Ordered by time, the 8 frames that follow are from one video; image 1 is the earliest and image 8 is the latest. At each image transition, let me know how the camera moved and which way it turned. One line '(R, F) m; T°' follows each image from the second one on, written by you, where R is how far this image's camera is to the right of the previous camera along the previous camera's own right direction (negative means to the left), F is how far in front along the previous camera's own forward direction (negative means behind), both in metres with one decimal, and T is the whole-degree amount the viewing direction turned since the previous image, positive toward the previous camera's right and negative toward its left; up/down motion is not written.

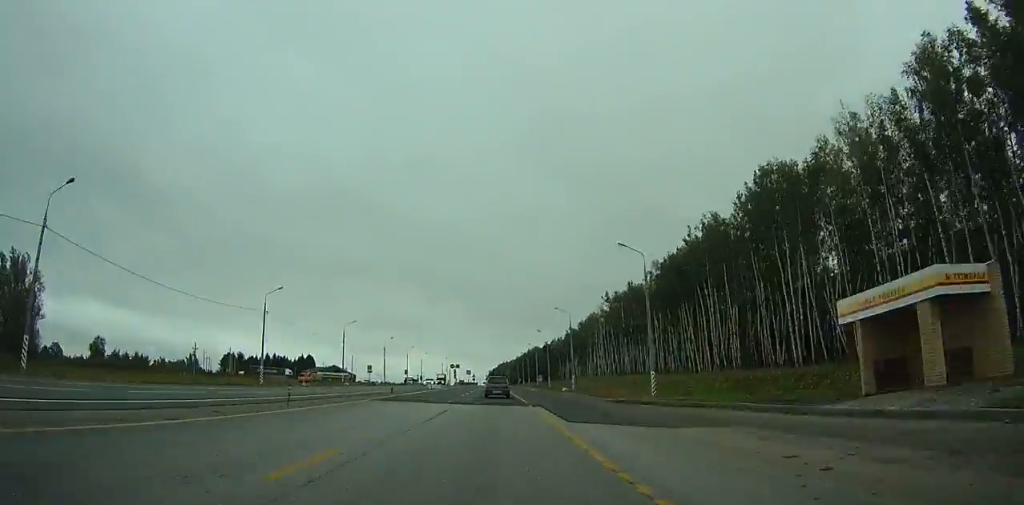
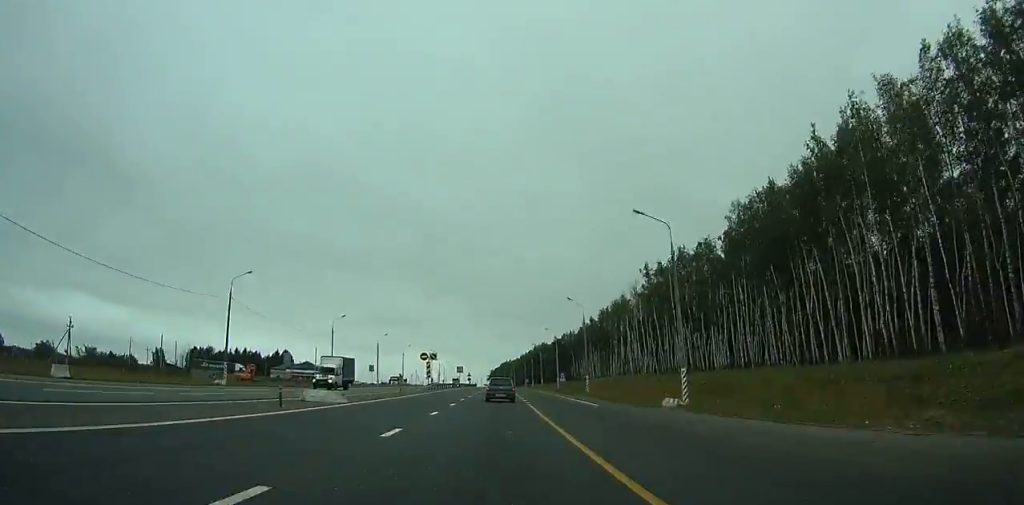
(-0.1, +46.0) m; 0°
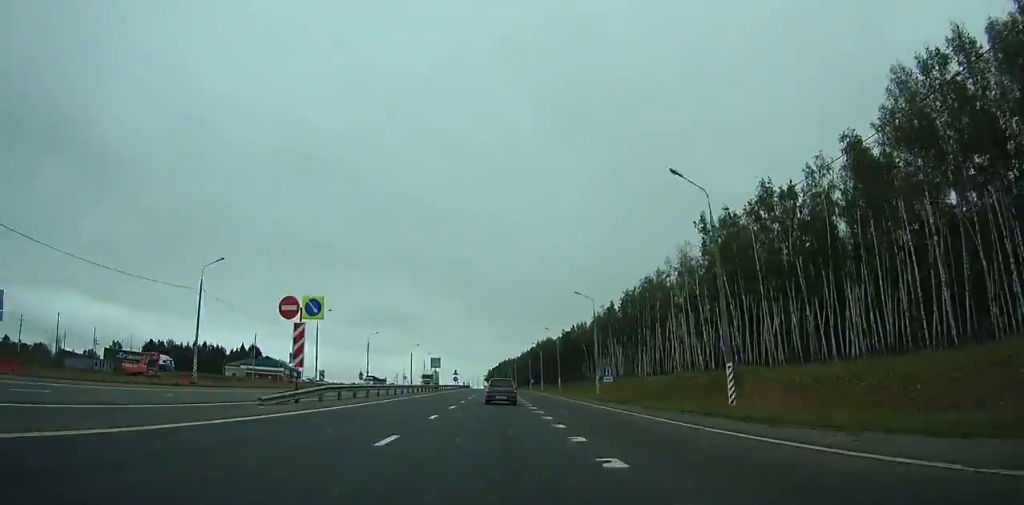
(-0.1, +42.4) m; 0°
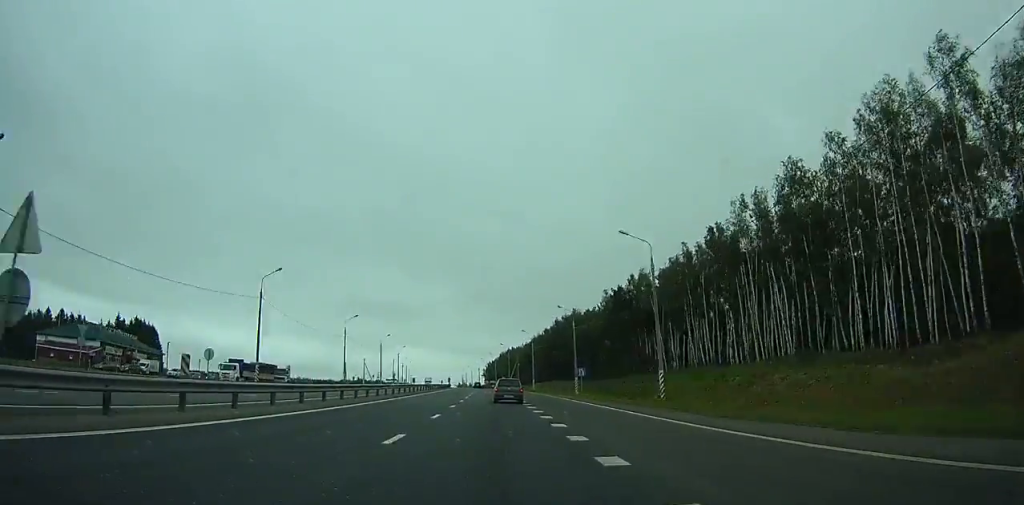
(+0.2, +95.4) m; 0°
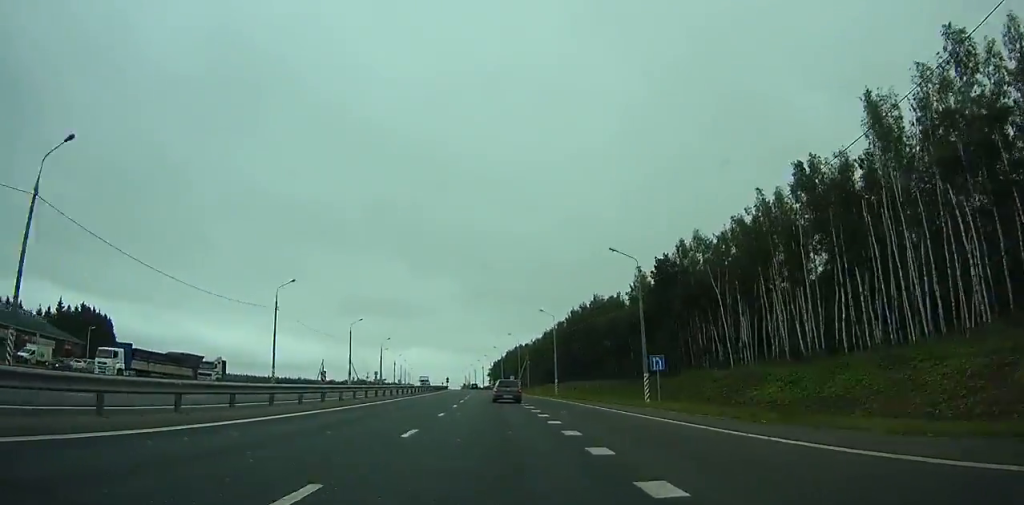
(0.0, +31.1) m; -1°
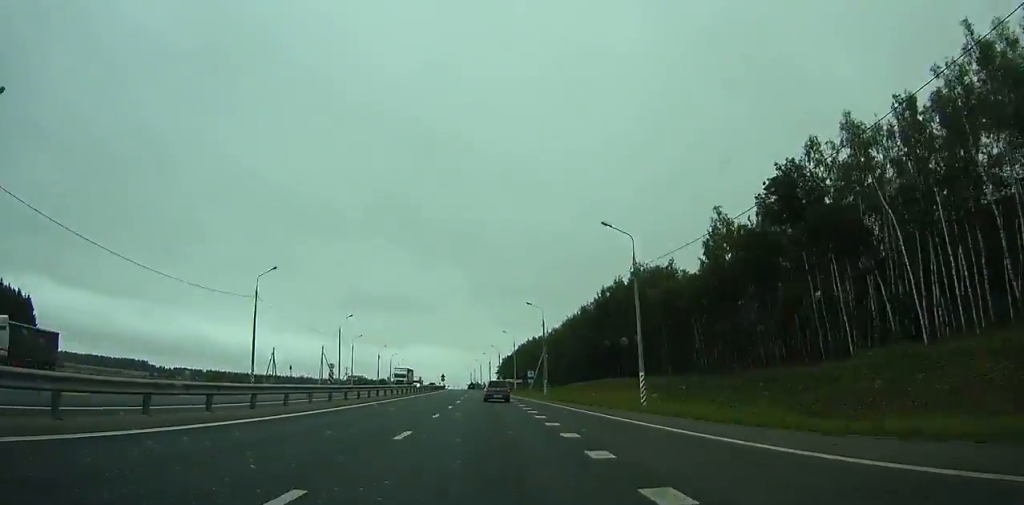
(-0.2, +39.1) m; -1°
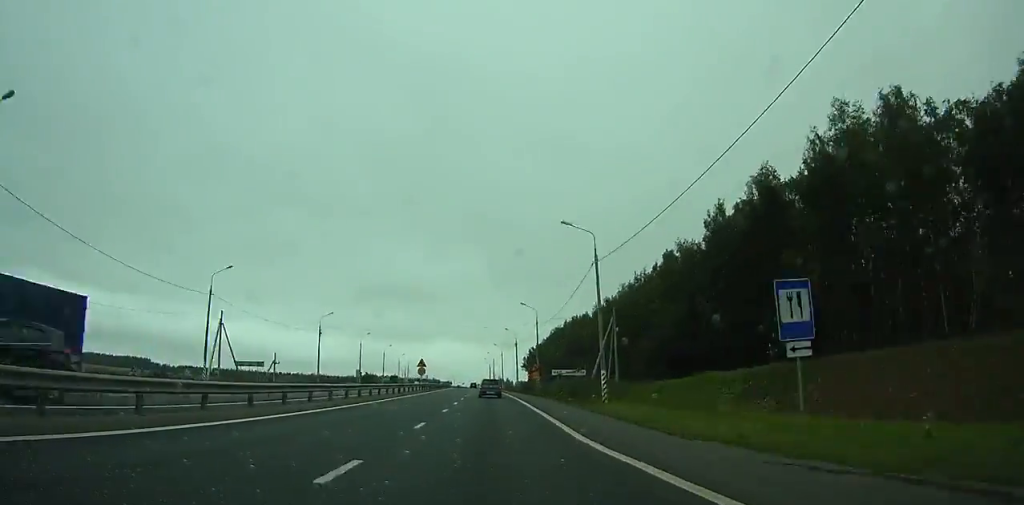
(-1.0, +69.7) m; -2°
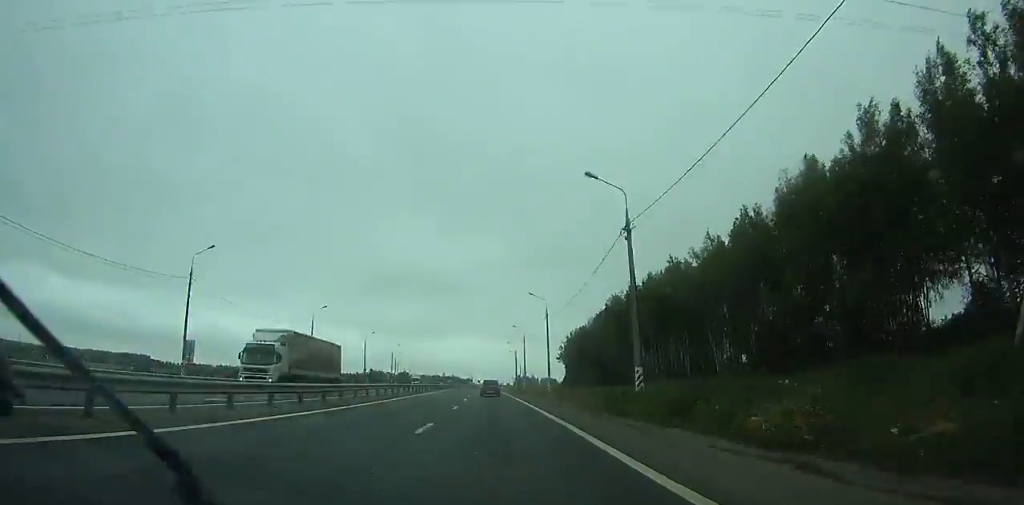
(-1.8, +76.4) m; -2°
